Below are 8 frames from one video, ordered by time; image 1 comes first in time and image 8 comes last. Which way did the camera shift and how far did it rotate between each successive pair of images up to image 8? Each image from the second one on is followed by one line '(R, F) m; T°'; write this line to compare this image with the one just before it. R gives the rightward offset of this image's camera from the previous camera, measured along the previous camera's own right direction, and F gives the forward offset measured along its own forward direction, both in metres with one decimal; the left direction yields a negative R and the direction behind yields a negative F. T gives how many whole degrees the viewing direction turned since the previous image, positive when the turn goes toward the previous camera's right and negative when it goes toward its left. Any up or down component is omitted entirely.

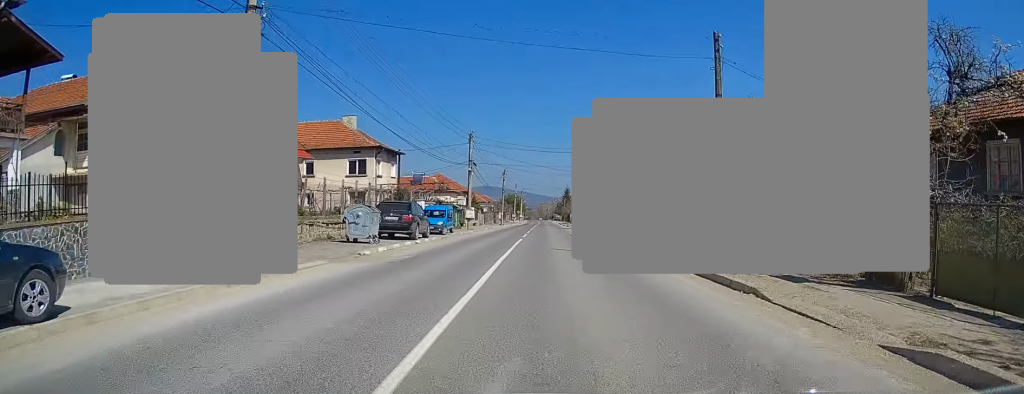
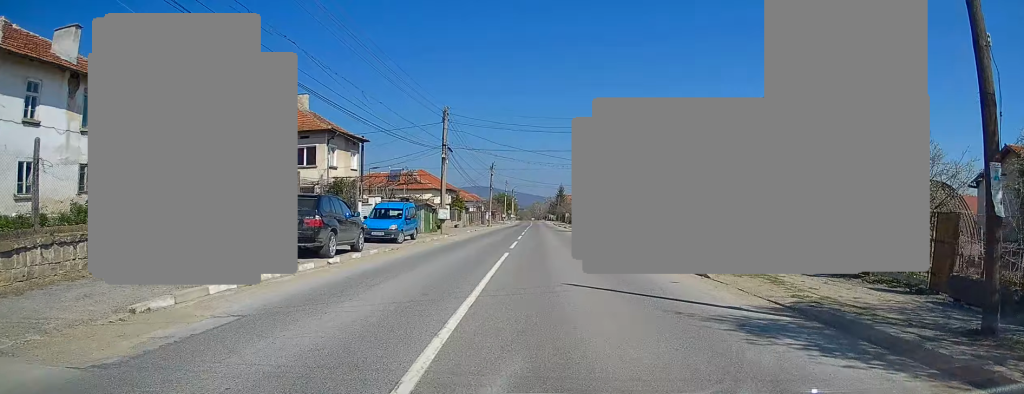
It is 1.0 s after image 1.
(+0.1, +11.2) m; 0°
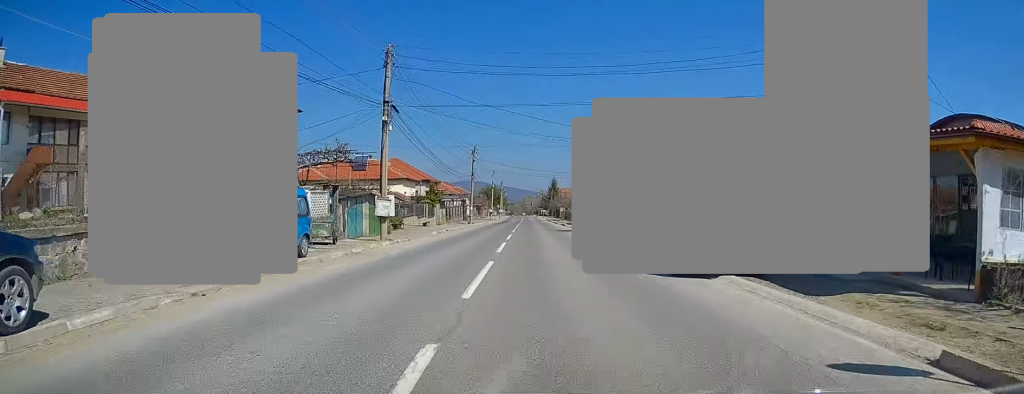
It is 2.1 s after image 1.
(0.0, +13.4) m; 0°
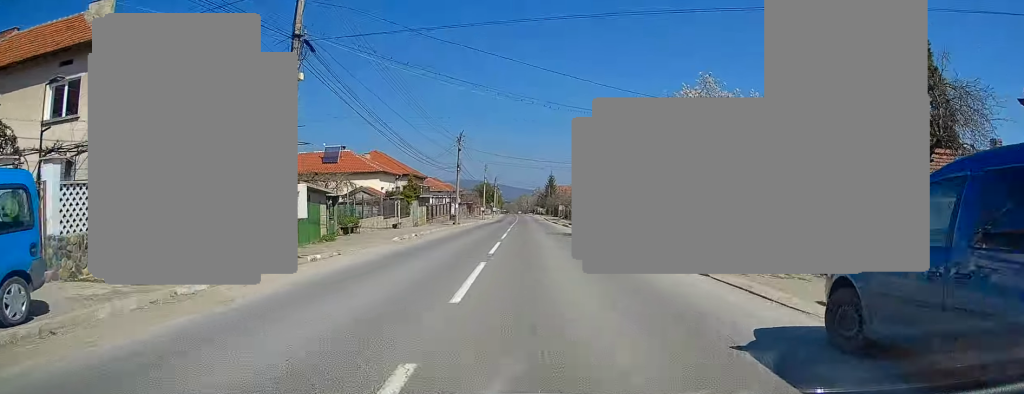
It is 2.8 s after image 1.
(0.0, +9.5) m; 0°
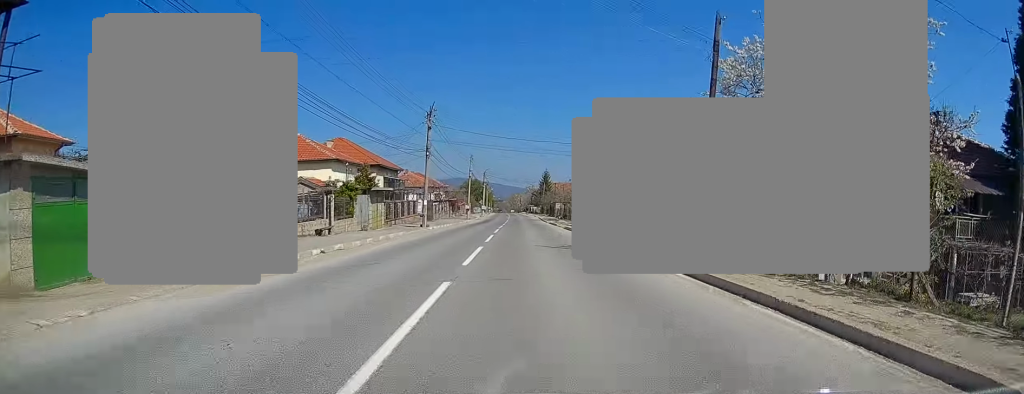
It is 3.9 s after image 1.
(+0.1, +12.9) m; 0°
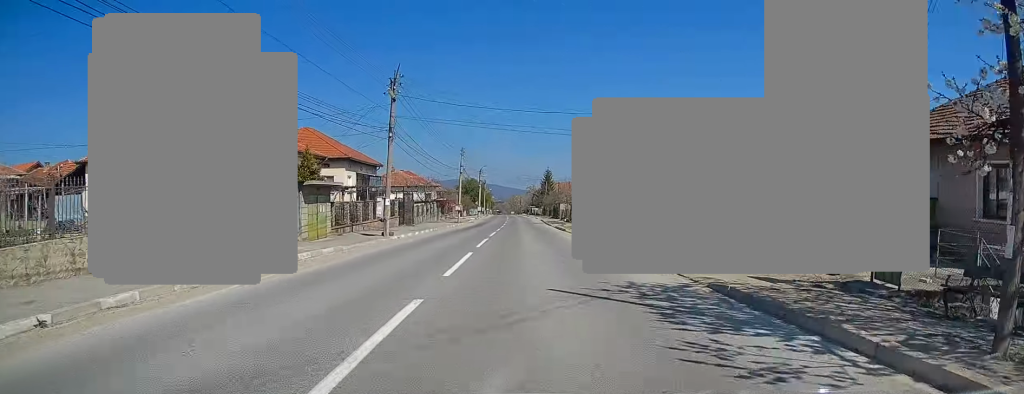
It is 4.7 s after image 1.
(0.0, +11.1) m; -1°
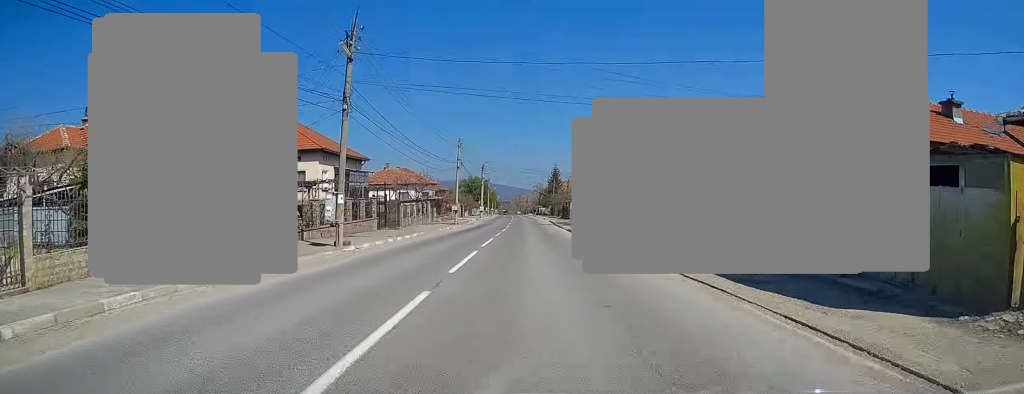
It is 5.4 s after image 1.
(-0.2, +8.3) m; 0°
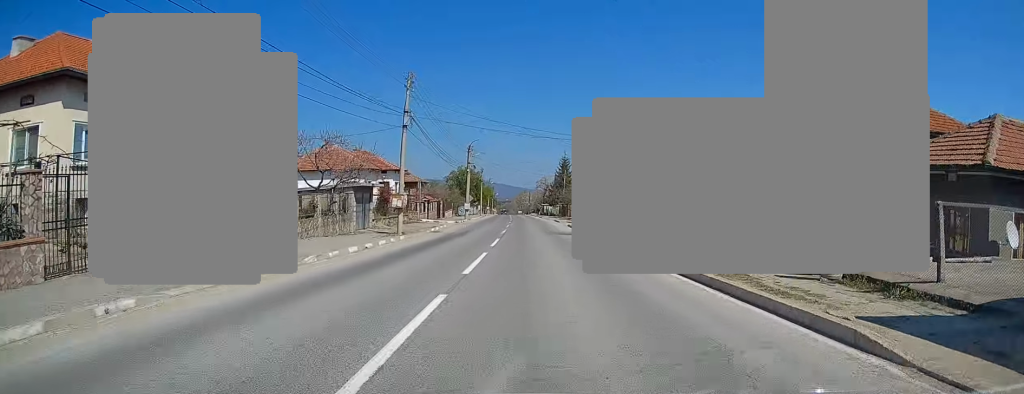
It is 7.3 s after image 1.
(+0.1, +27.1) m; 0°
